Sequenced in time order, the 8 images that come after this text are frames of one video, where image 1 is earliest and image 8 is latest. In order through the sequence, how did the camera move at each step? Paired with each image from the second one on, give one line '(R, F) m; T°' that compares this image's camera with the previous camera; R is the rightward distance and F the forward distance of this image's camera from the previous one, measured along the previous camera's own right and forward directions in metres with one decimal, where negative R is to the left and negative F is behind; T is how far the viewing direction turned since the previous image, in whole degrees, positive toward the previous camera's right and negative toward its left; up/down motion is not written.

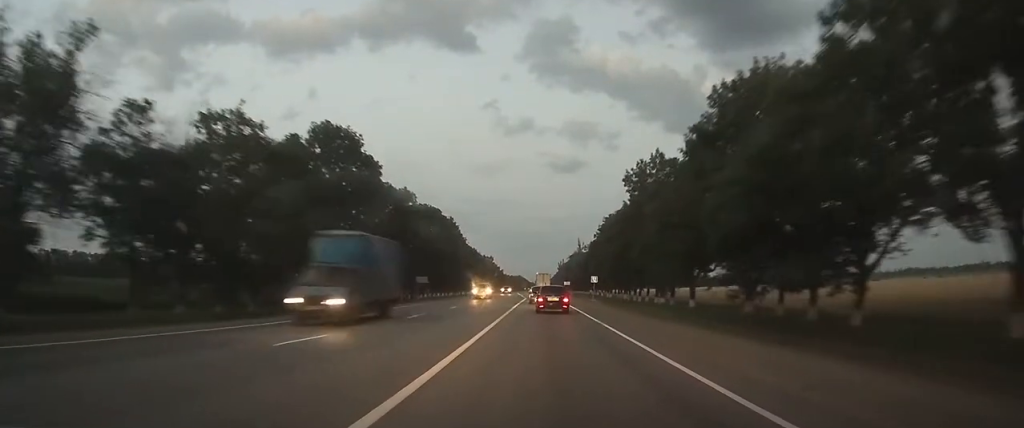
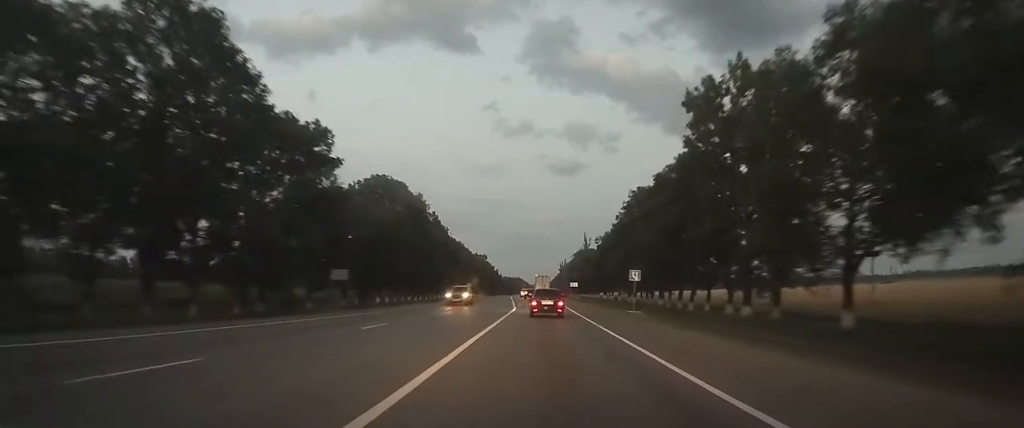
(+0.3, +30.0) m; +1°
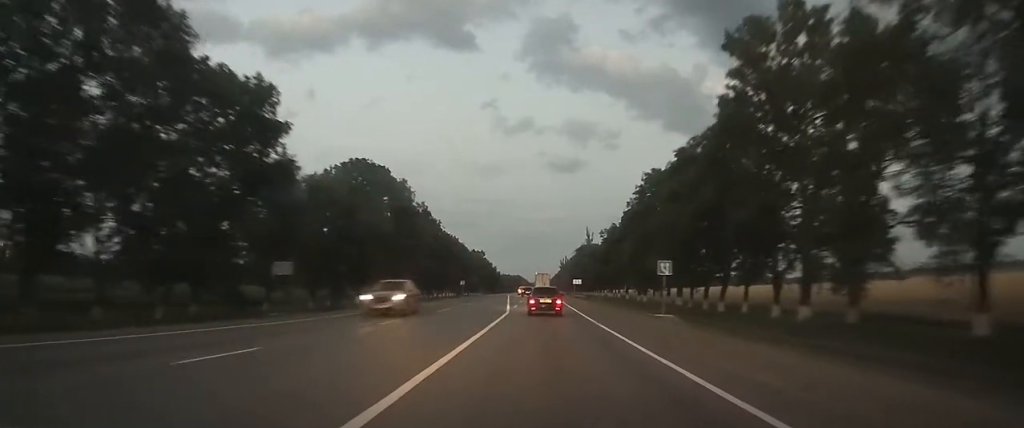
(-0.1, +9.7) m; 0°
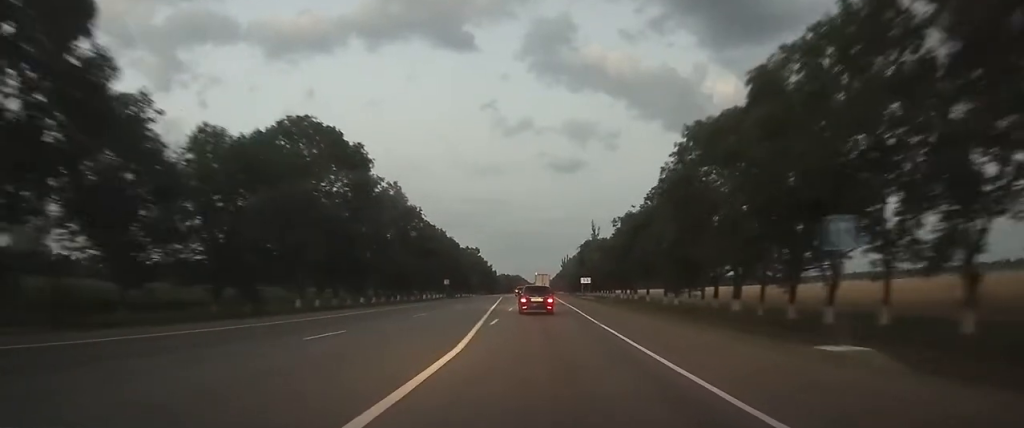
(+0.2, +18.8) m; +1°
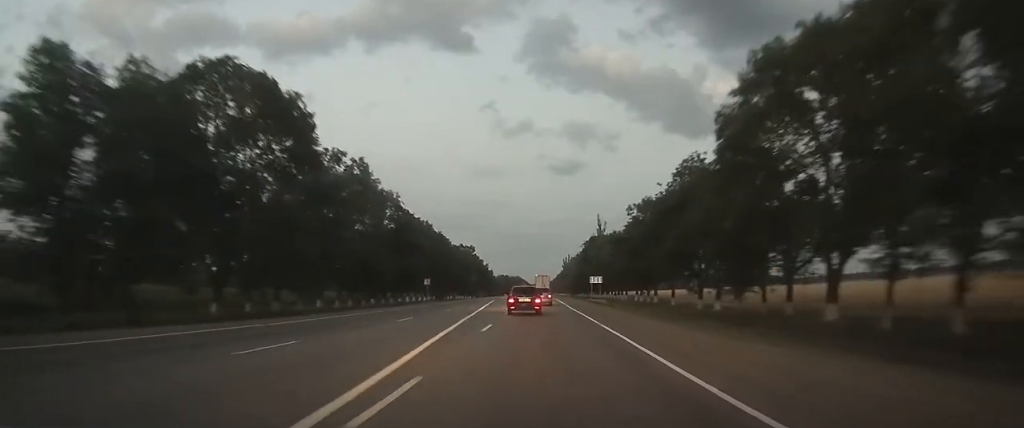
(0.0, +15.4) m; 0°
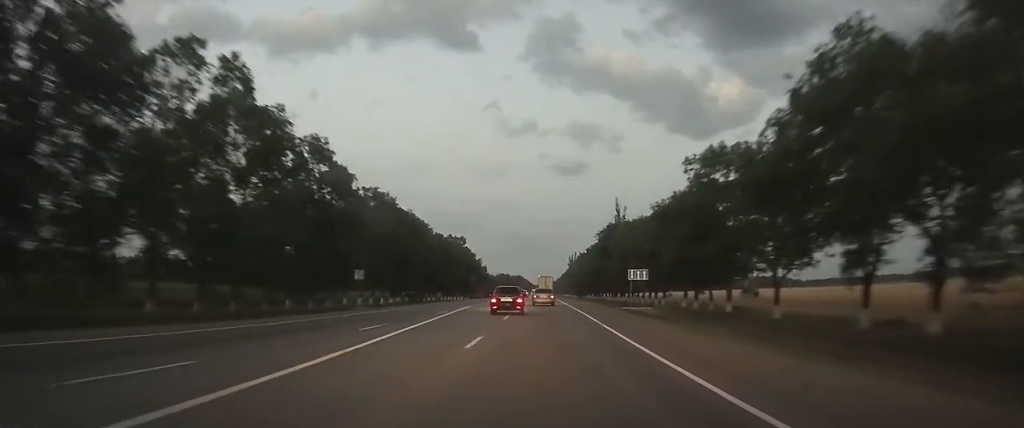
(0.0, +29.1) m; 0°
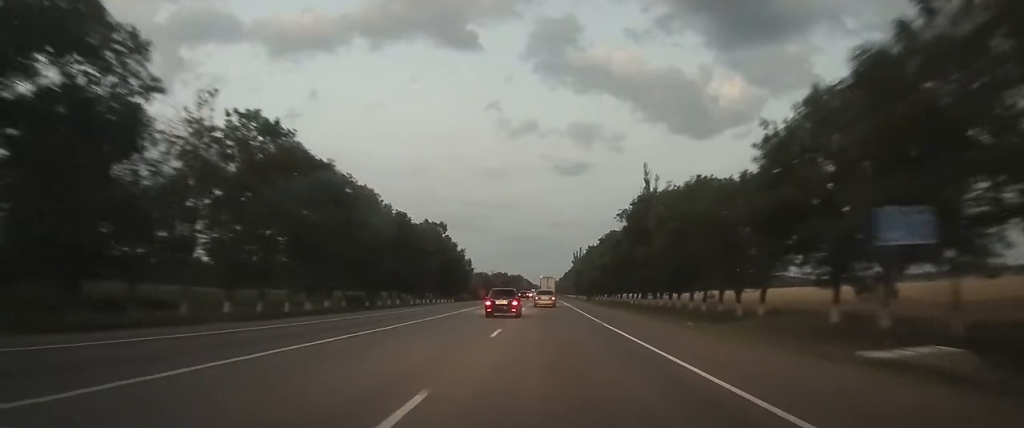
(-0.1, +32.7) m; 0°
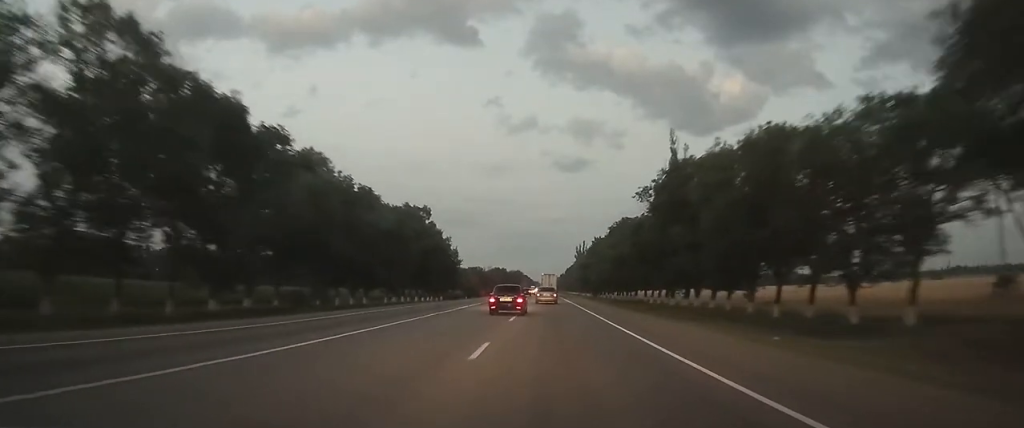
(0.0, +17.7) m; 0°
